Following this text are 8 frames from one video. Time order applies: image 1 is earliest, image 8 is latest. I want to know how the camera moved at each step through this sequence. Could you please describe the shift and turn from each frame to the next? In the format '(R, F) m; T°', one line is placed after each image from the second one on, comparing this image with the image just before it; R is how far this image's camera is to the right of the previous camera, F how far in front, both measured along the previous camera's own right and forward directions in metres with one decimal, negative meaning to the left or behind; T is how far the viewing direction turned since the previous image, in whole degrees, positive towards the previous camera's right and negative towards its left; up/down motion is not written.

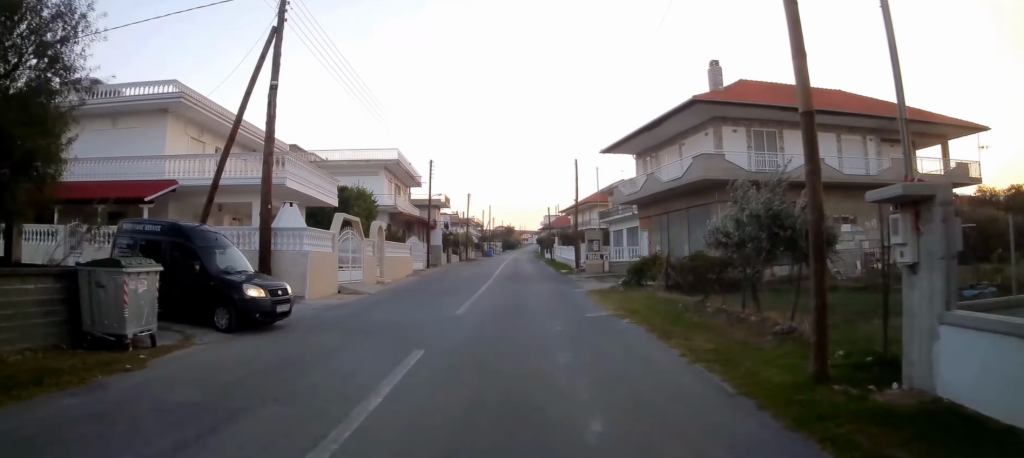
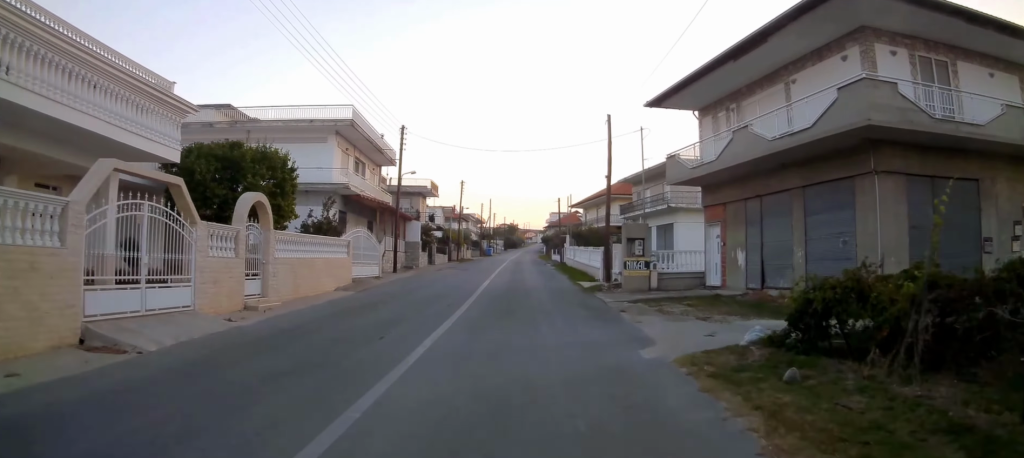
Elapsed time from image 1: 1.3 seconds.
(0.0, +13.2) m; 0°
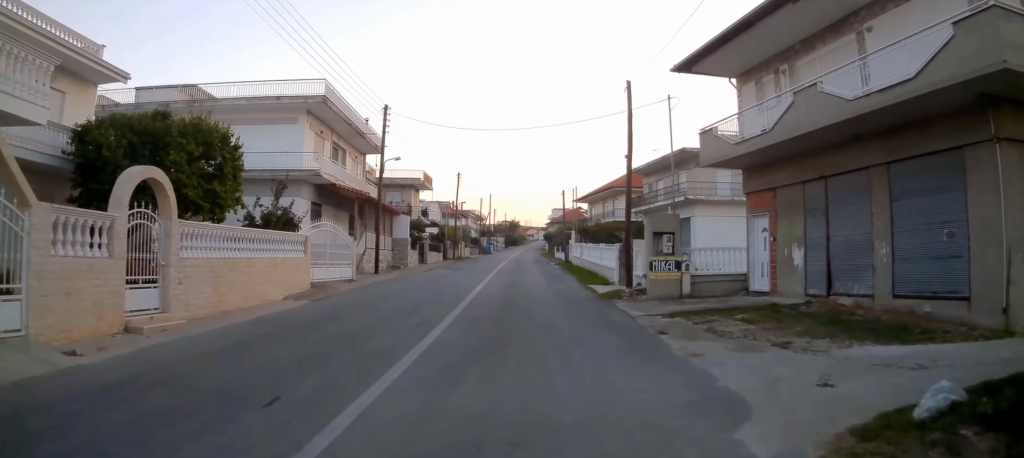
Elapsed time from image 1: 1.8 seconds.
(0.0, +4.7) m; 0°
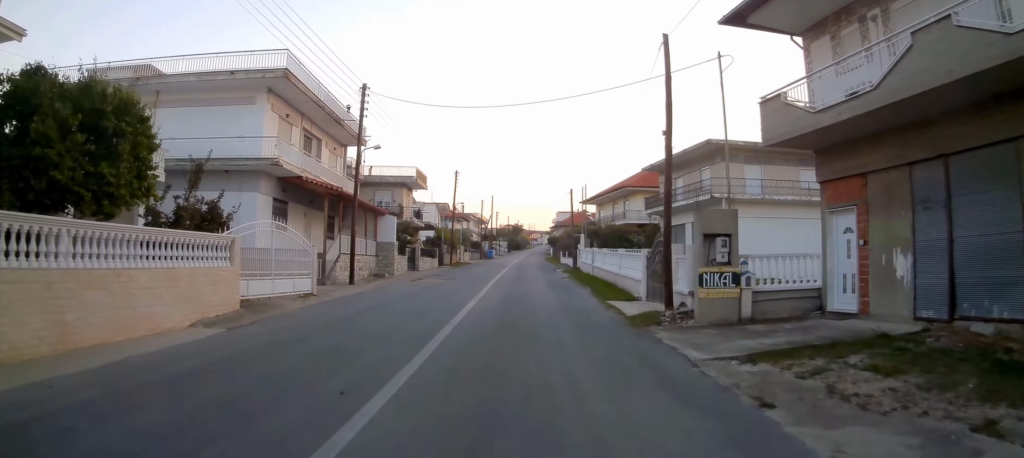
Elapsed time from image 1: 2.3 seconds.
(0.0, +5.0) m; -1°
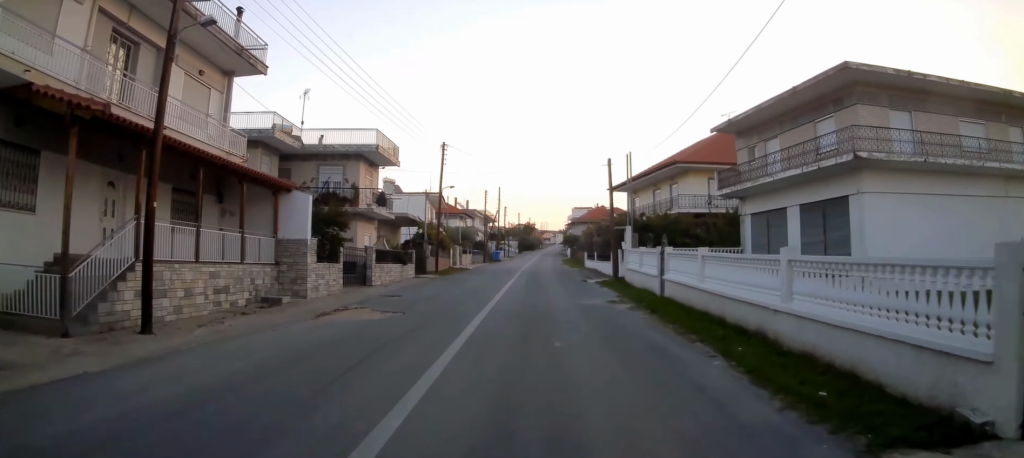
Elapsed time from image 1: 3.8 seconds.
(-0.4, +15.3) m; -3°
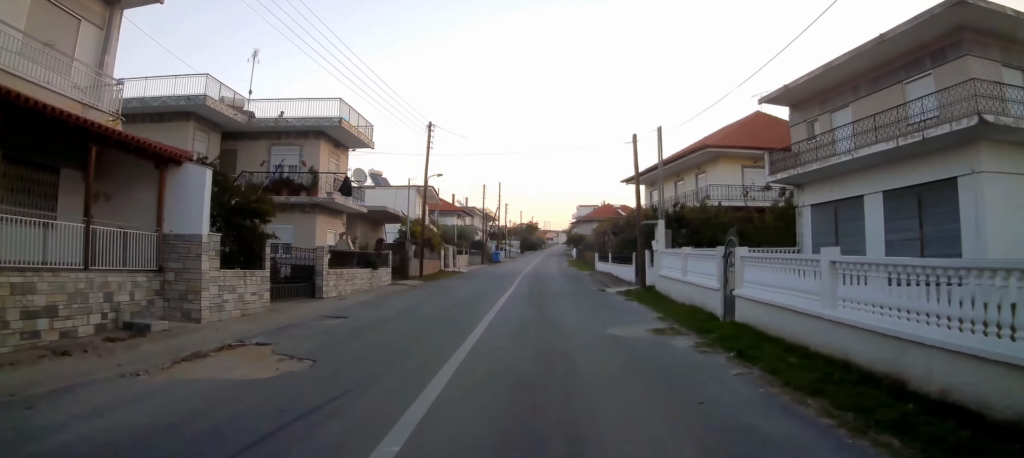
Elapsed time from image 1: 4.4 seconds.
(0.0, +6.7) m; 0°
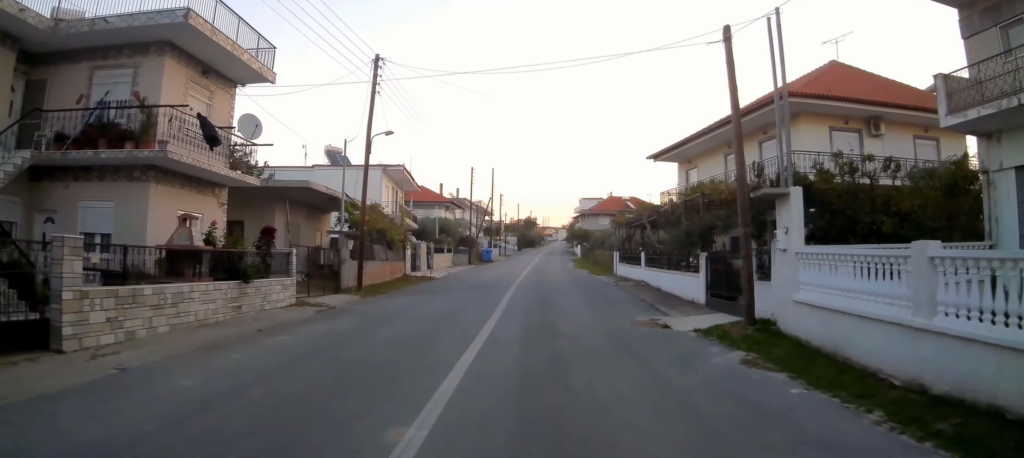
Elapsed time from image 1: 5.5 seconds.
(0.0, +11.9) m; +2°
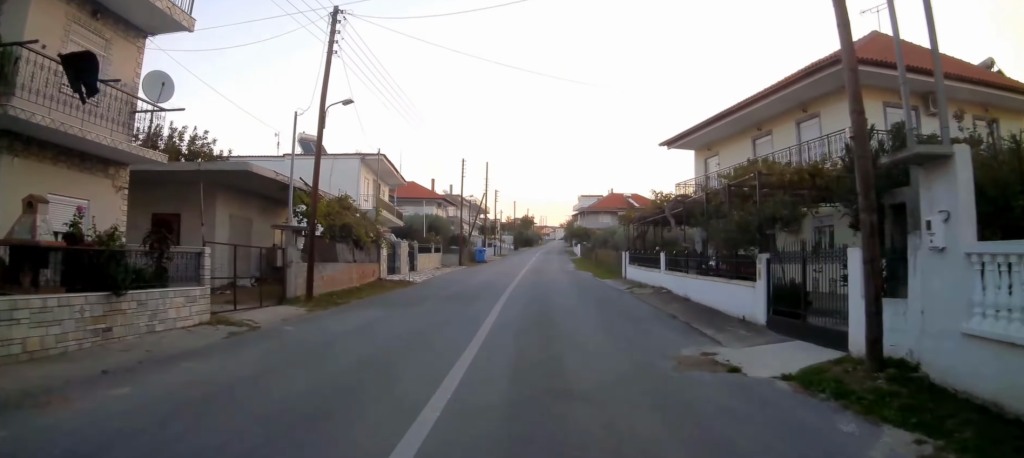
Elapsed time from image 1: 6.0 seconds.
(0.0, +4.7) m; +1°
